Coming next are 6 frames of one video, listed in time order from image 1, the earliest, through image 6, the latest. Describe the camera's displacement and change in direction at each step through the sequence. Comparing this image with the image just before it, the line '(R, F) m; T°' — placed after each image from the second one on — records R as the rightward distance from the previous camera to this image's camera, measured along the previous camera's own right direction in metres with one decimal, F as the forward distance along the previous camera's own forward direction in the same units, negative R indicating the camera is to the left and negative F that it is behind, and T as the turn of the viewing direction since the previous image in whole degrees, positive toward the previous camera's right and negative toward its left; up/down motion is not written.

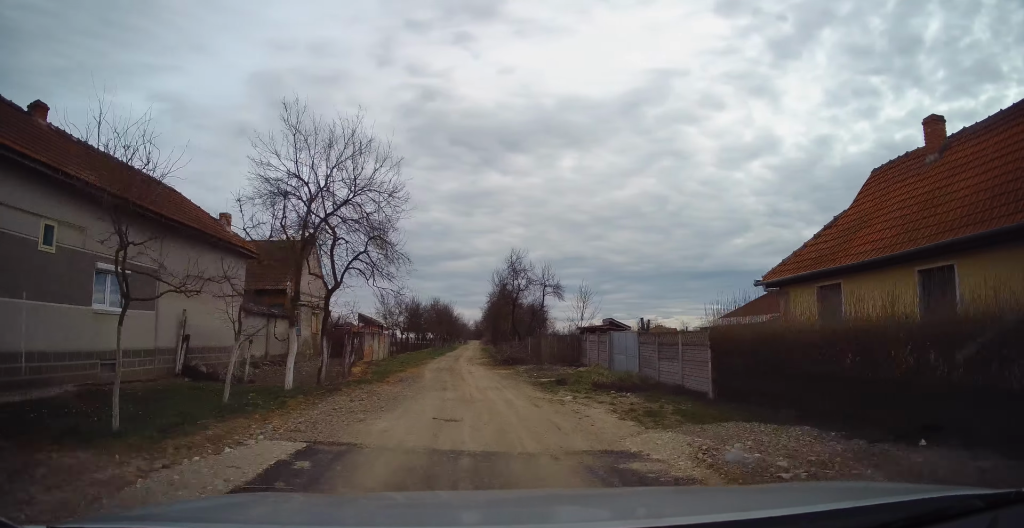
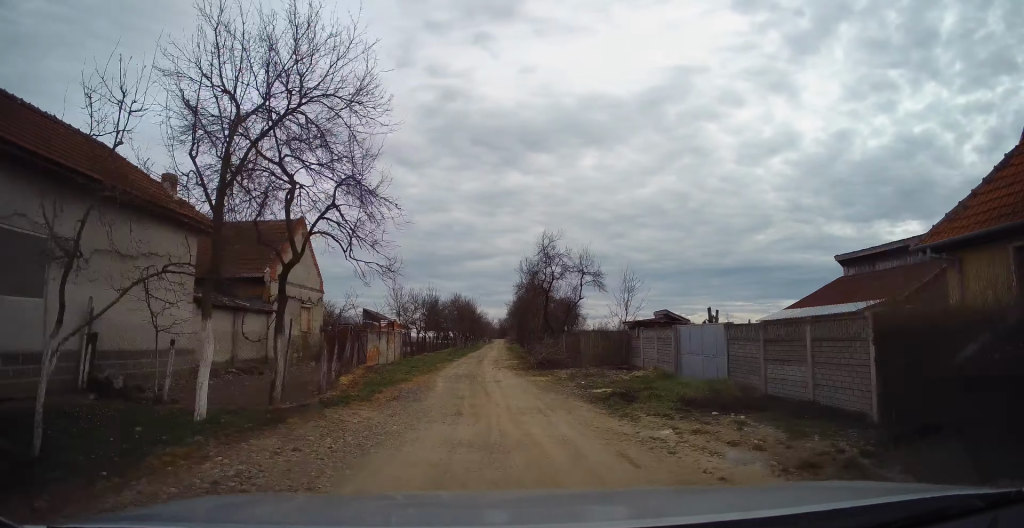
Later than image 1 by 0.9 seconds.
(+0.1, +5.0) m; -1°
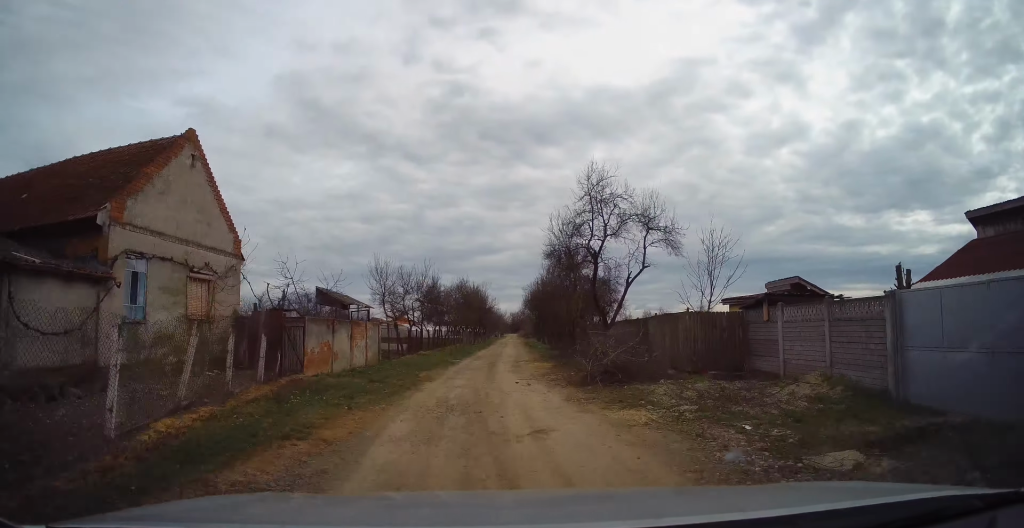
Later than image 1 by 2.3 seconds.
(-0.4, +8.9) m; -6°
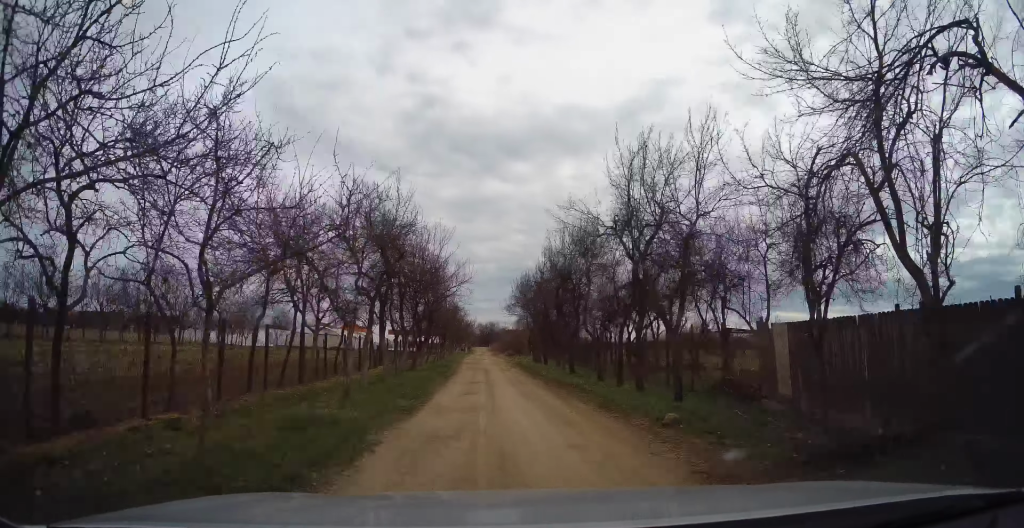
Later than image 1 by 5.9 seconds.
(+1.8, +29.8) m; +6°
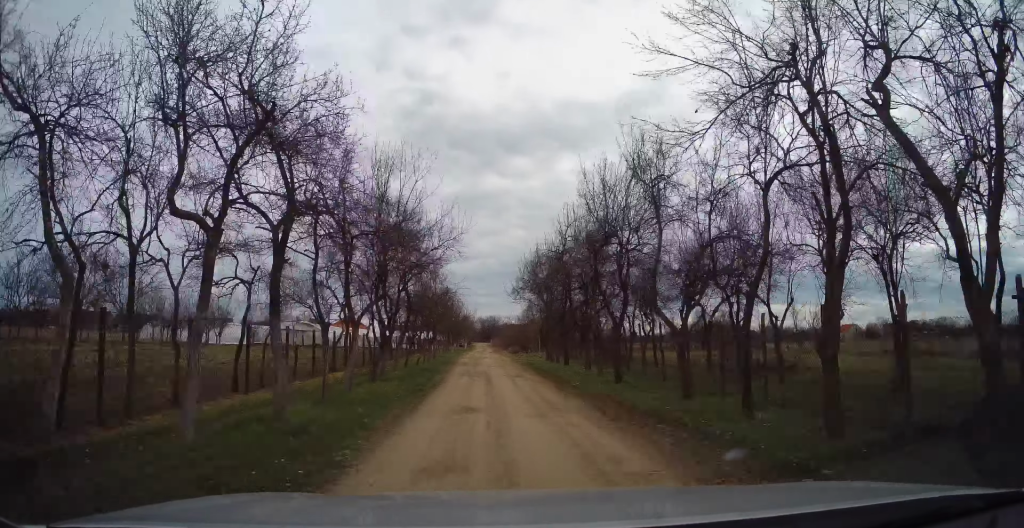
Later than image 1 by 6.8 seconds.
(0.0, +8.2) m; 0°
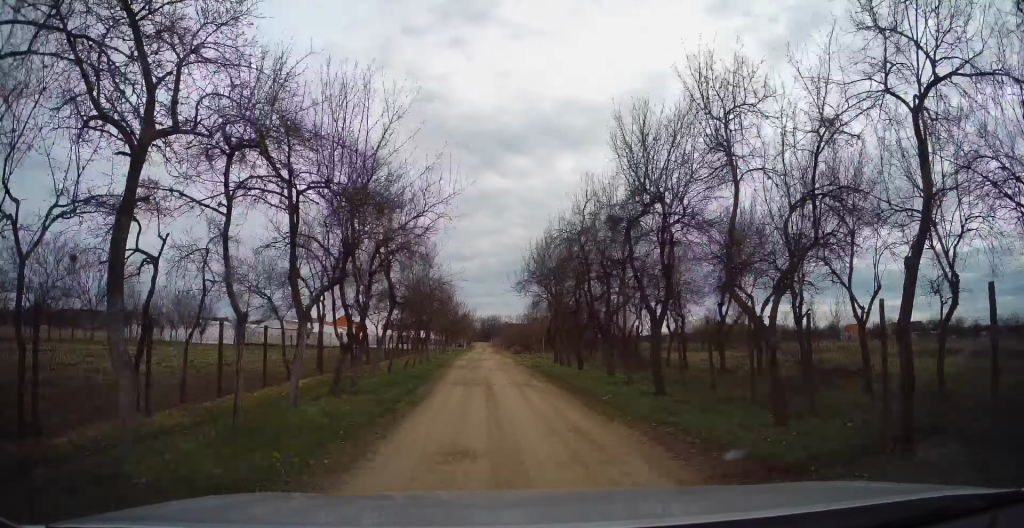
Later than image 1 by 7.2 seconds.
(0.0, +3.7) m; 0°
